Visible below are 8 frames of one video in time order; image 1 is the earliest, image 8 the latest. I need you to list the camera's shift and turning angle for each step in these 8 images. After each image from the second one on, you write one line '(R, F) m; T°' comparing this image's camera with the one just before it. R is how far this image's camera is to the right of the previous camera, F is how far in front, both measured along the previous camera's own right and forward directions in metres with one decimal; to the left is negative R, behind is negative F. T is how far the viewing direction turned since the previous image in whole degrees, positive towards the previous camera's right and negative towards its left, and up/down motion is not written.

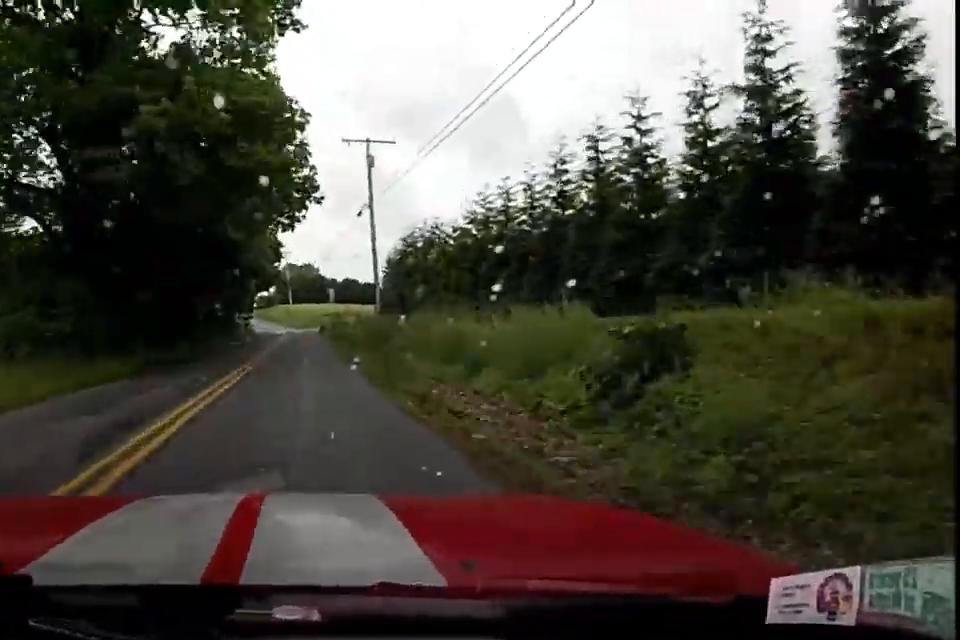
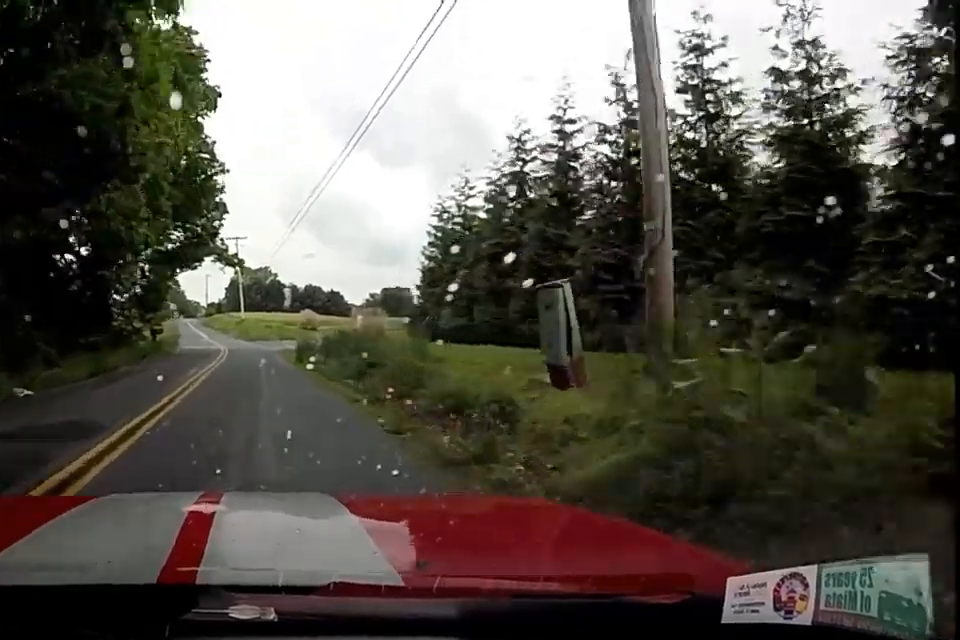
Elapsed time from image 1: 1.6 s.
(+1.1, +28.4) m; 0°
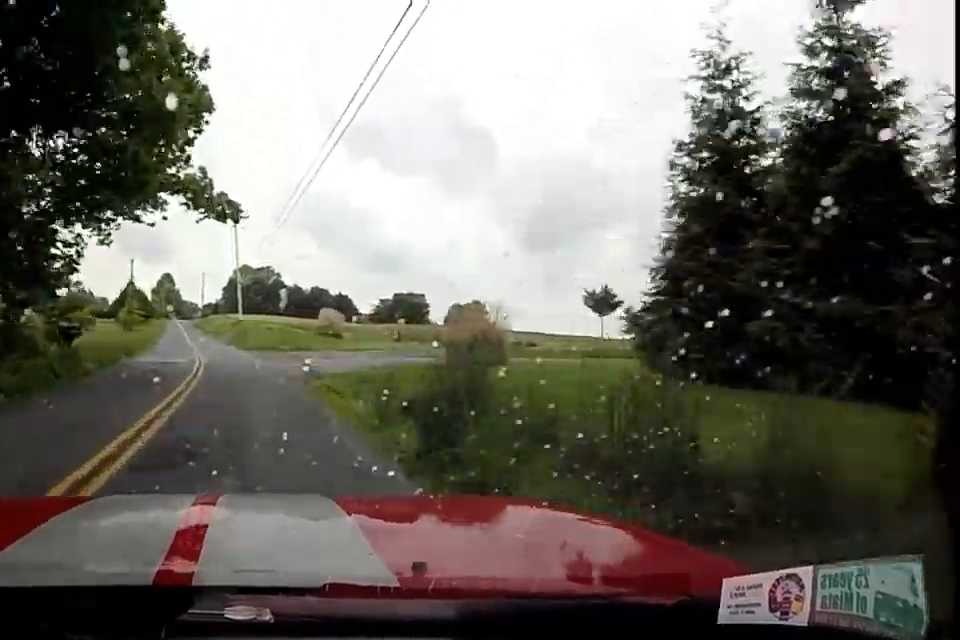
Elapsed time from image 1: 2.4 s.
(-1.0, +15.9) m; -3°
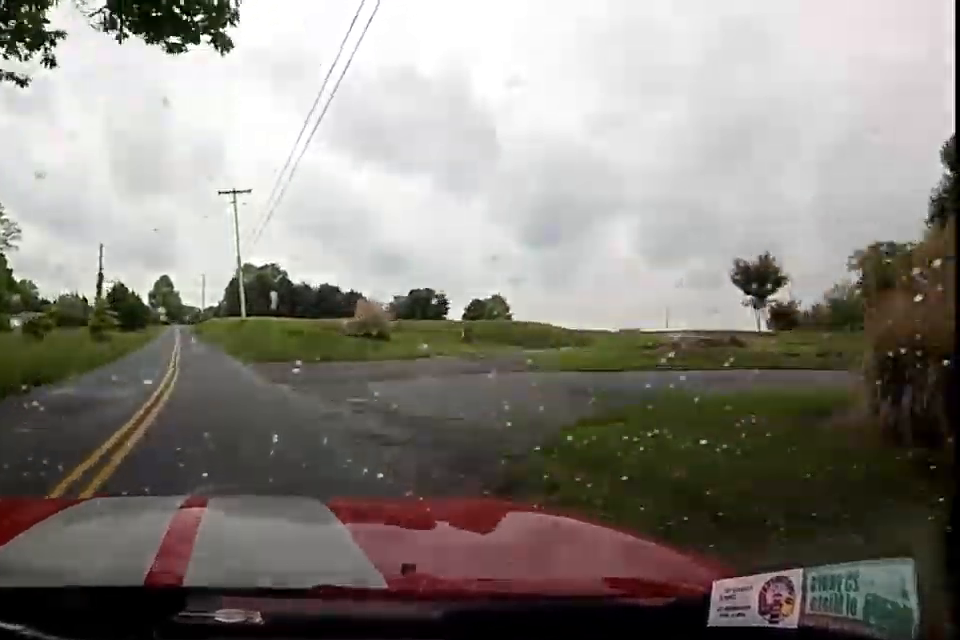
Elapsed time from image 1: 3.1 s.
(+0.2, +12.1) m; 0°
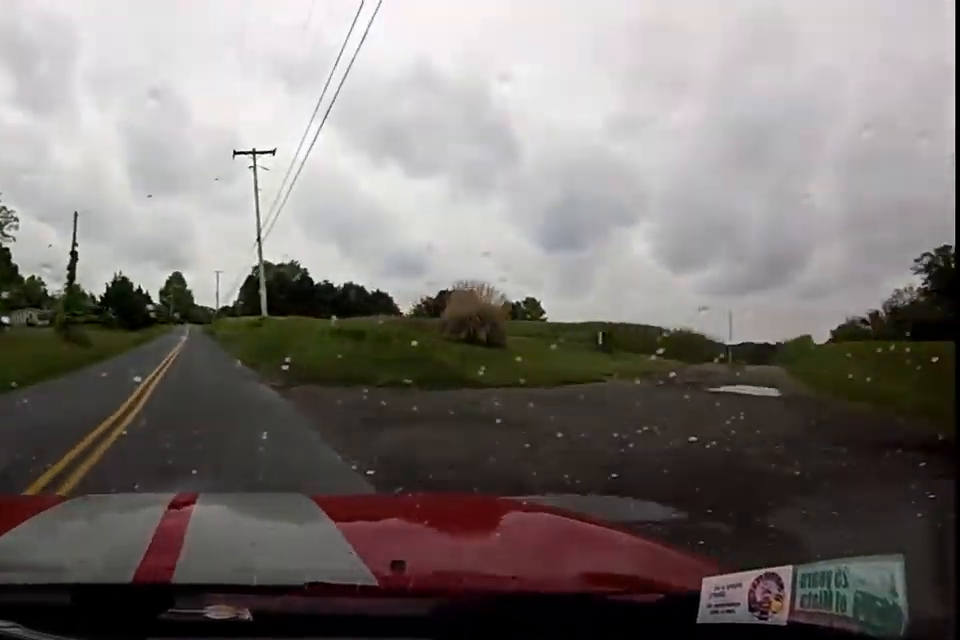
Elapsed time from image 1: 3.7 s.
(-0.1, +10.4) m; -1°
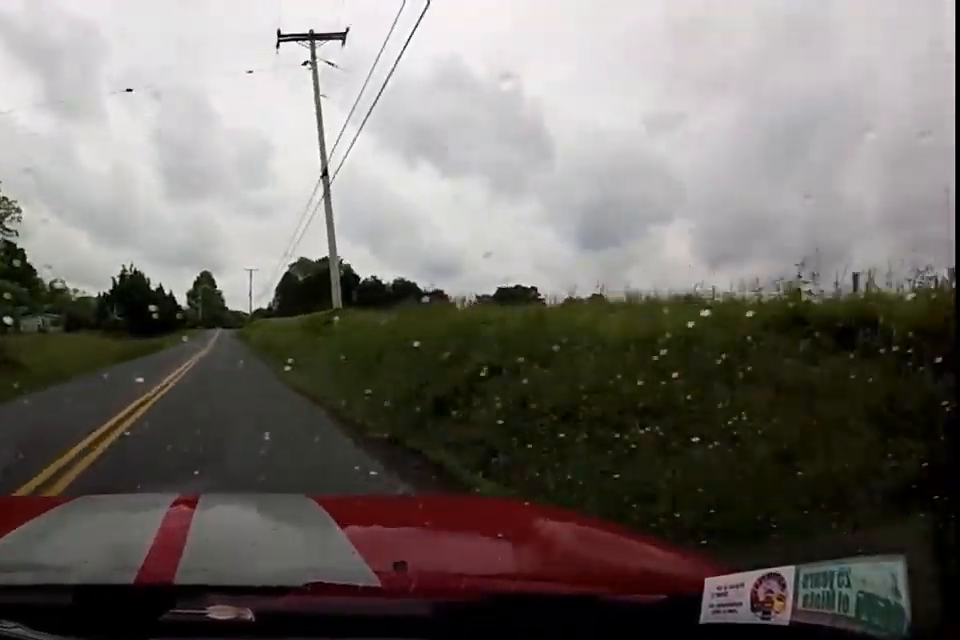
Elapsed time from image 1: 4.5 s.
(-0.2, +15.0) m; -1°
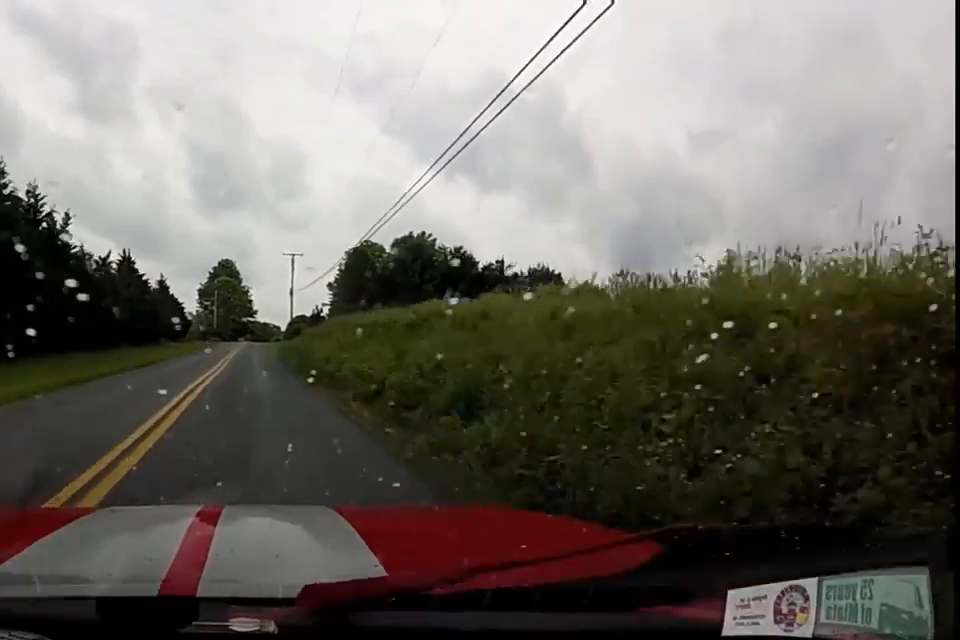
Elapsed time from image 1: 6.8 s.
(-0.9, +46.0) m; +1°
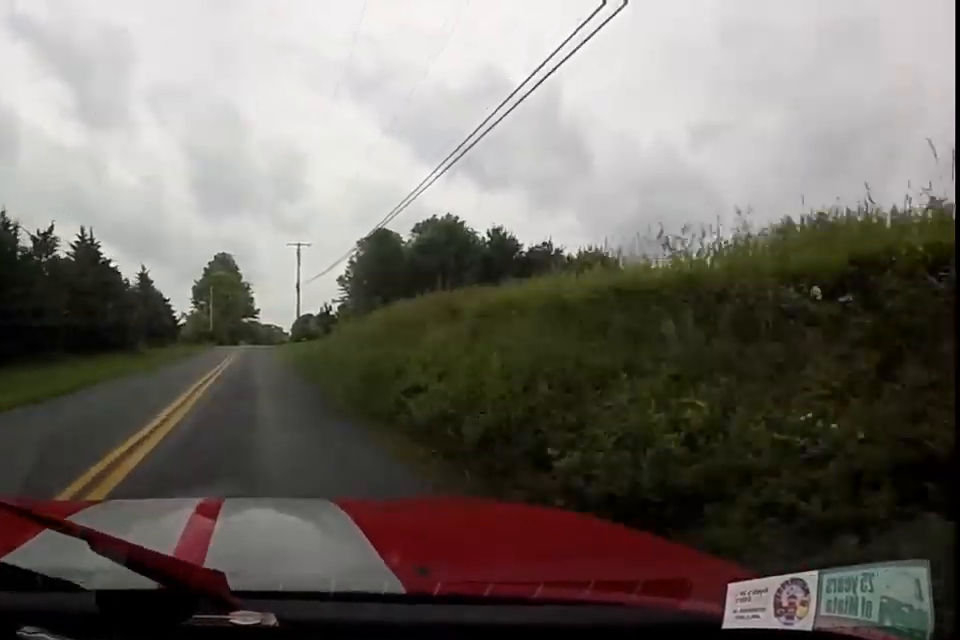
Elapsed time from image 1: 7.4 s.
(+0.6, +11.4) m; +2°
